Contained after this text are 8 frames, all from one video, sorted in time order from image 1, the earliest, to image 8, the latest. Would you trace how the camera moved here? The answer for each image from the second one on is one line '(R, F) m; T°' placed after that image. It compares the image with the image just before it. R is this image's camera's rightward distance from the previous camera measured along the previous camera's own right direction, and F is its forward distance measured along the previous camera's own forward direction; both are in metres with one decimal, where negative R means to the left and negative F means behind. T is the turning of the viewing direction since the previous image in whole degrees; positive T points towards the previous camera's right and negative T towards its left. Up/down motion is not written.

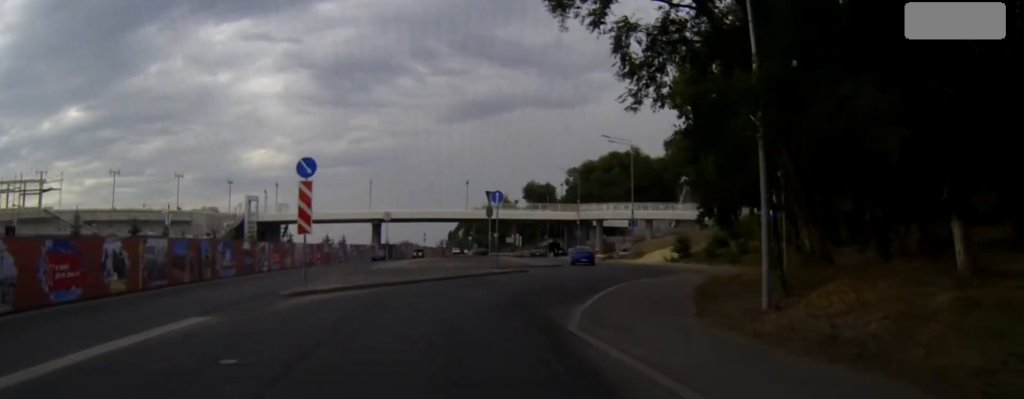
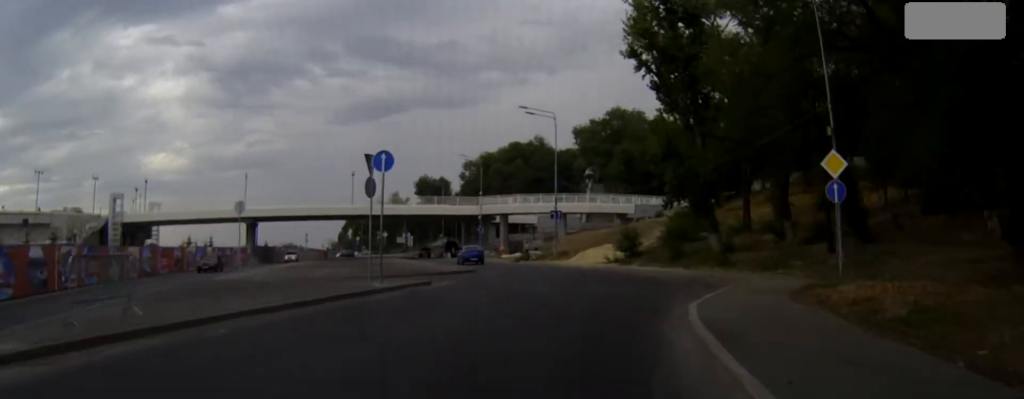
(+0.8, +15.3) m; +8°
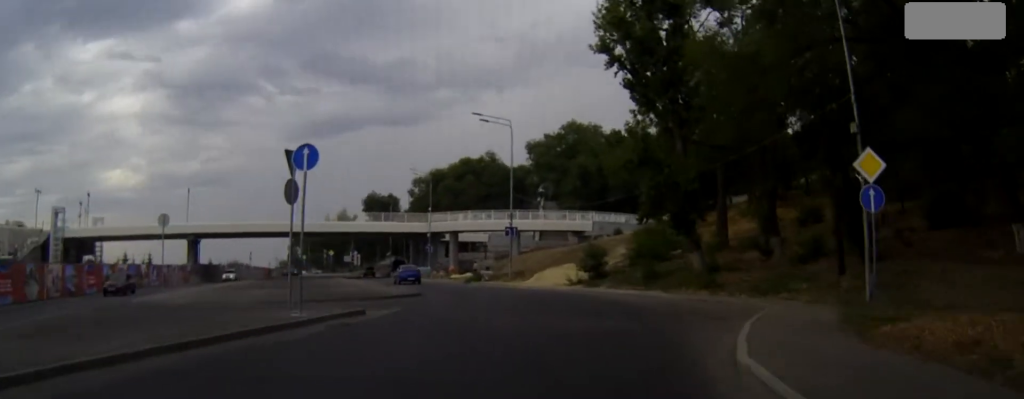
(+0.3, +4.9) m; +2°
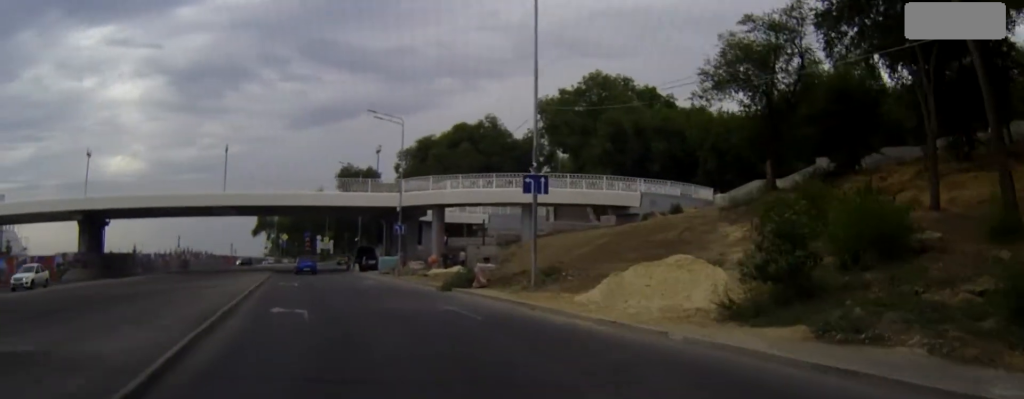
(+1.2, +28.9) m; -1°
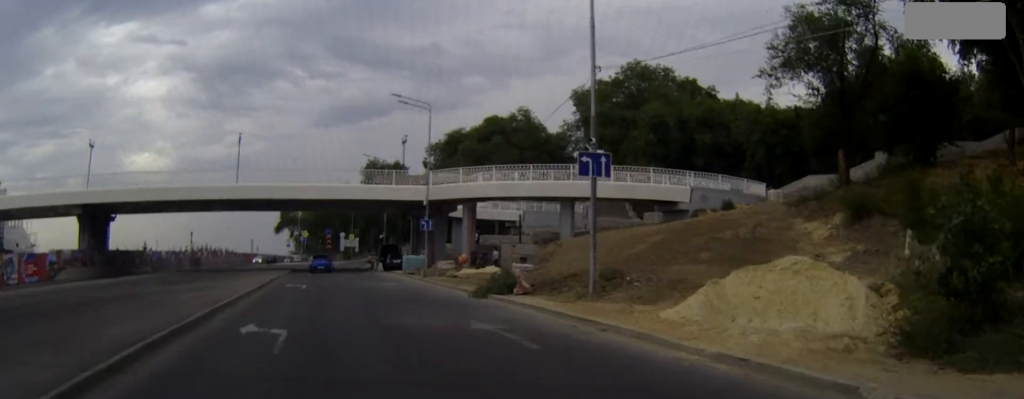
(-0.1, +5.4) m; -2°
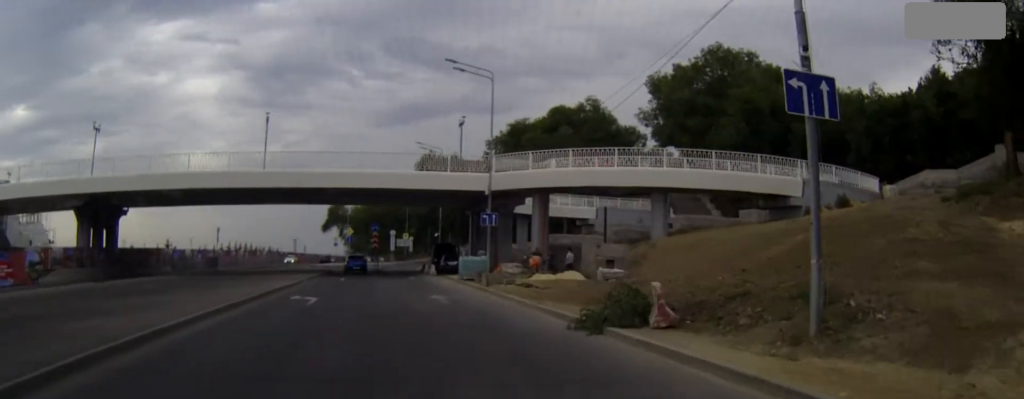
(-0.2, +10.0) m; -3°
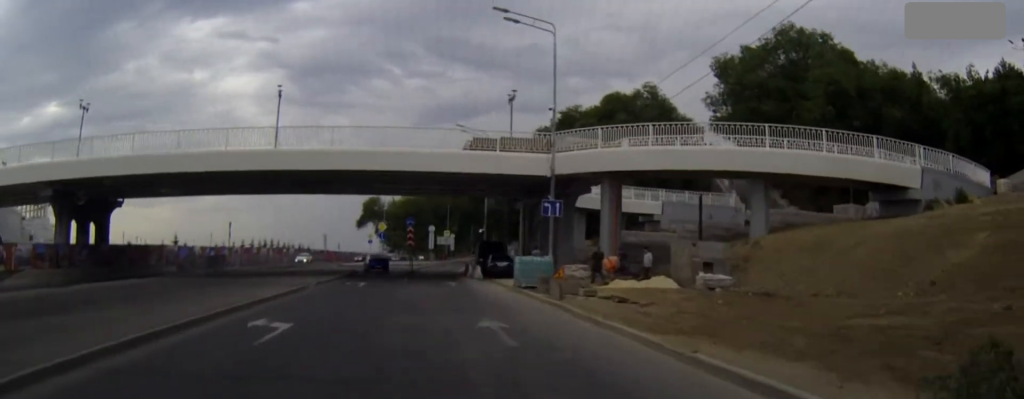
(-0.3, +9.4) m; -3°
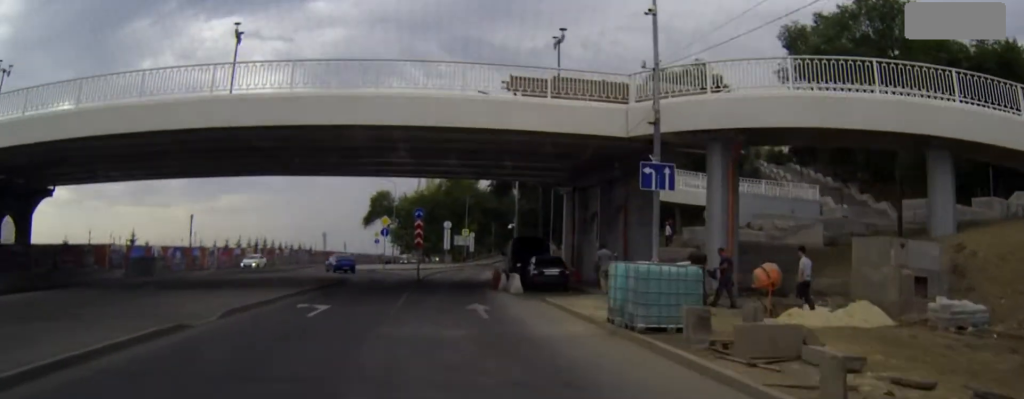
(-0.4, +14.5) m; -1°
